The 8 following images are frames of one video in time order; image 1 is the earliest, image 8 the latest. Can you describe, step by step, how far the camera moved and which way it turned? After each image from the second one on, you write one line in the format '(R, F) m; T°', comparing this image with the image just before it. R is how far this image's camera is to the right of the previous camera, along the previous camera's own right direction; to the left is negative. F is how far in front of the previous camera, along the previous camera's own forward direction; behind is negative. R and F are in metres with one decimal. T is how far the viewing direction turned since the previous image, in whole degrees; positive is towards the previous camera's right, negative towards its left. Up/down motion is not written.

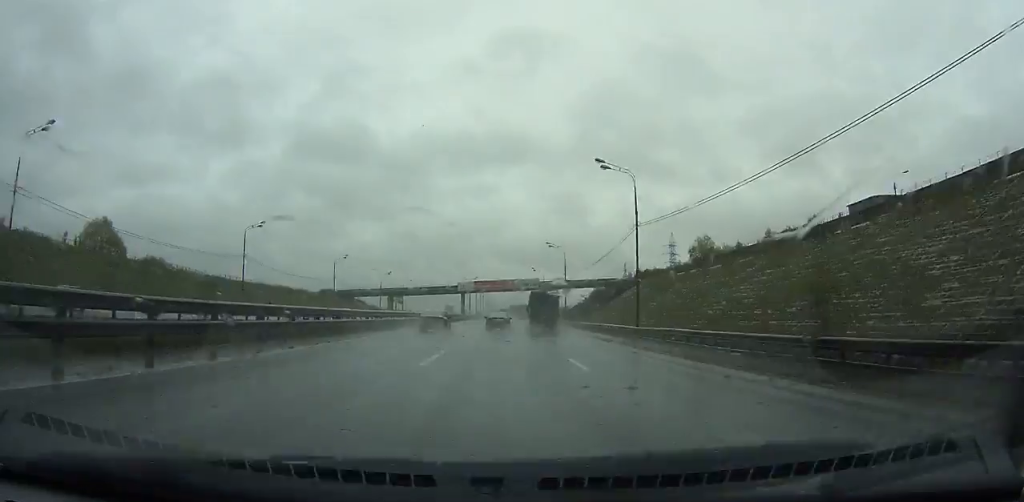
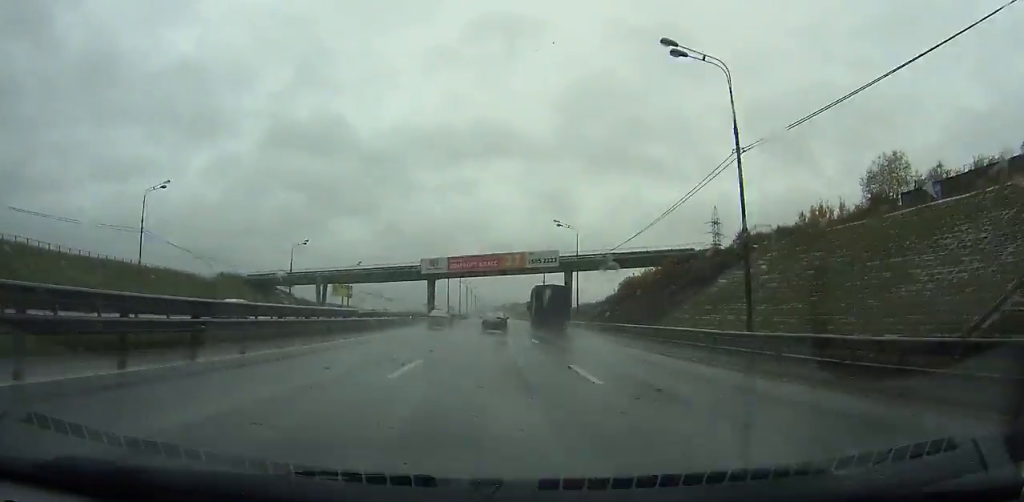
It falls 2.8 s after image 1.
(+2.5, +71.3) m; +2°
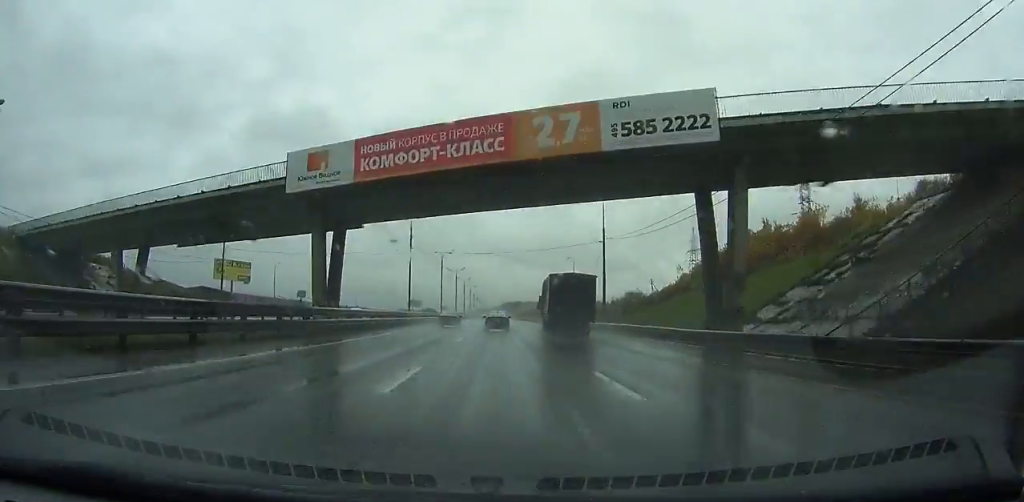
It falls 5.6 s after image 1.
(+0.7, +73.6) m; 0°
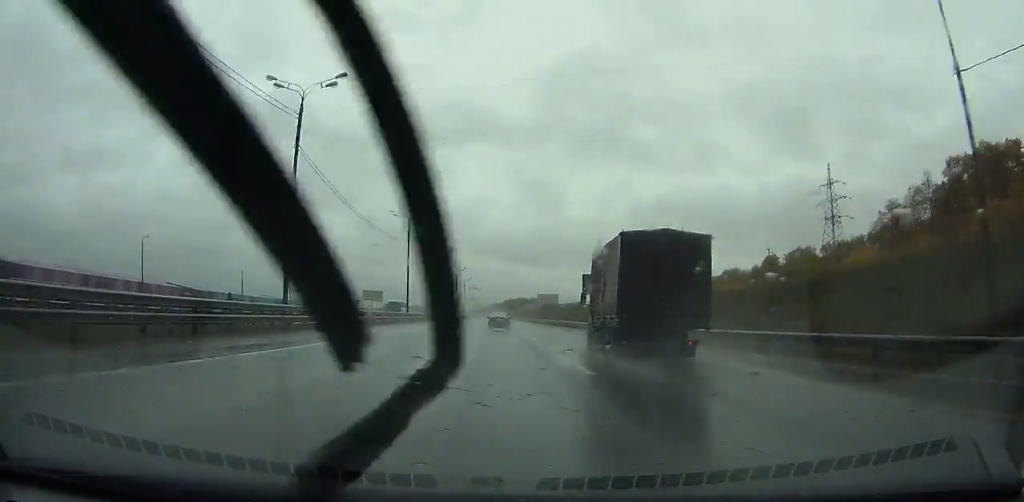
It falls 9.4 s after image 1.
(-0.2, +99.1) m; 0°
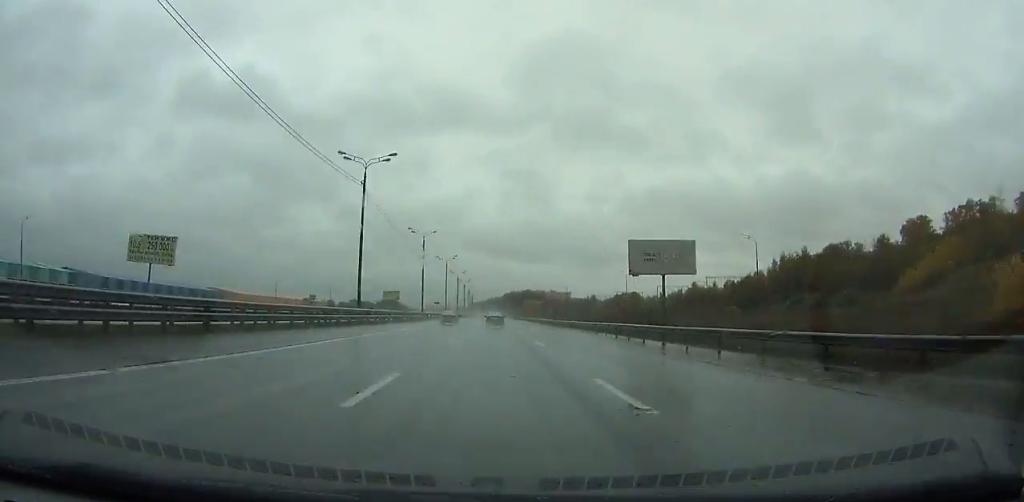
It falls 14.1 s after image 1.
(-0.3, +119.6) m; 0°
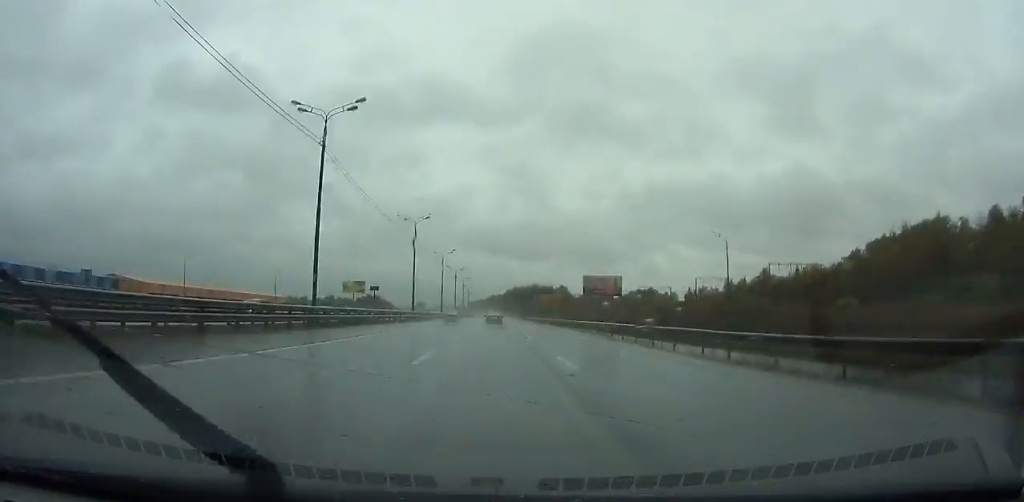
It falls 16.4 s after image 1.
(0.0, +58.4) m; 0°
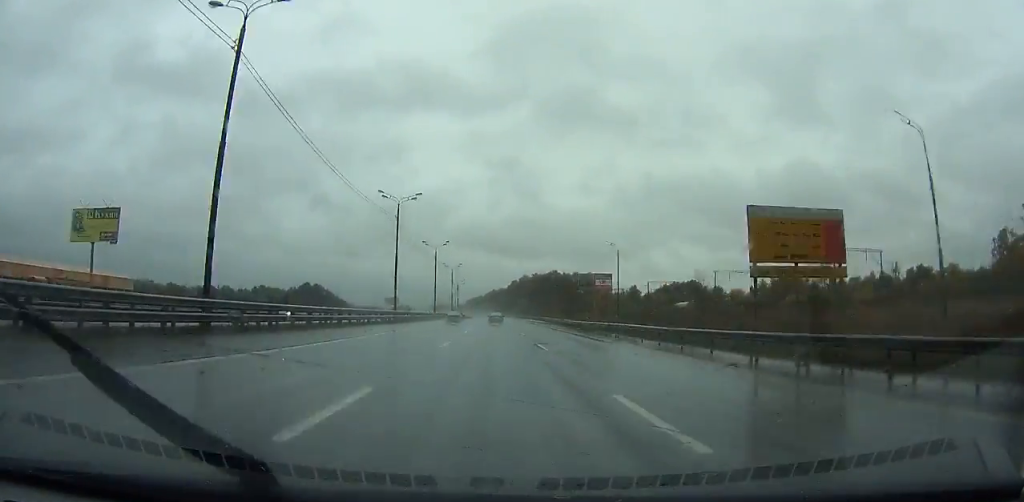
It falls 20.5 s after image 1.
(+0.1, +104.9) m; 0°
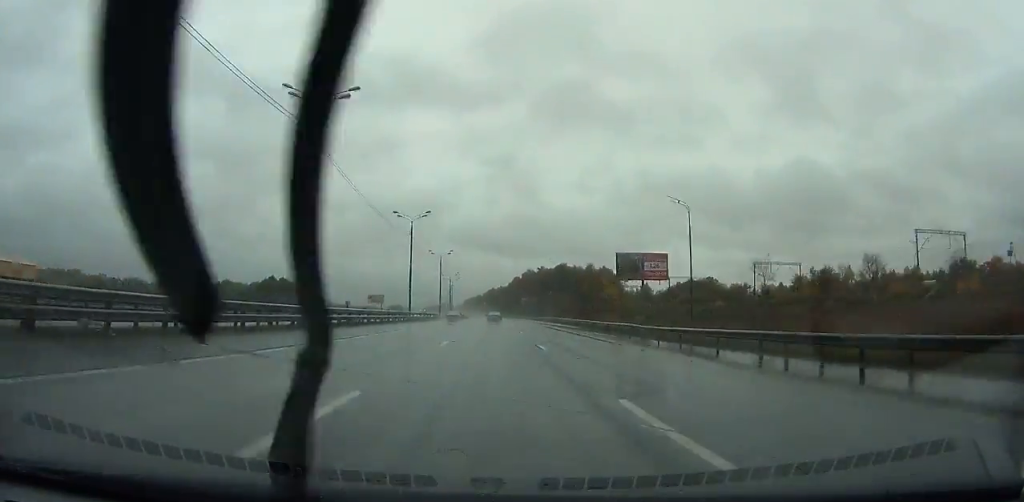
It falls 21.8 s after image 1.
(0.0, +33.6) m; 0°
